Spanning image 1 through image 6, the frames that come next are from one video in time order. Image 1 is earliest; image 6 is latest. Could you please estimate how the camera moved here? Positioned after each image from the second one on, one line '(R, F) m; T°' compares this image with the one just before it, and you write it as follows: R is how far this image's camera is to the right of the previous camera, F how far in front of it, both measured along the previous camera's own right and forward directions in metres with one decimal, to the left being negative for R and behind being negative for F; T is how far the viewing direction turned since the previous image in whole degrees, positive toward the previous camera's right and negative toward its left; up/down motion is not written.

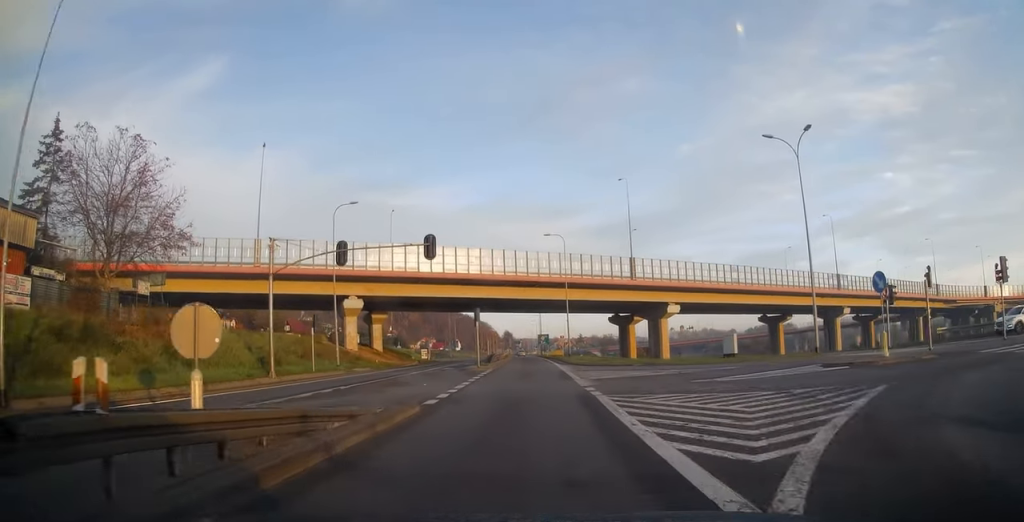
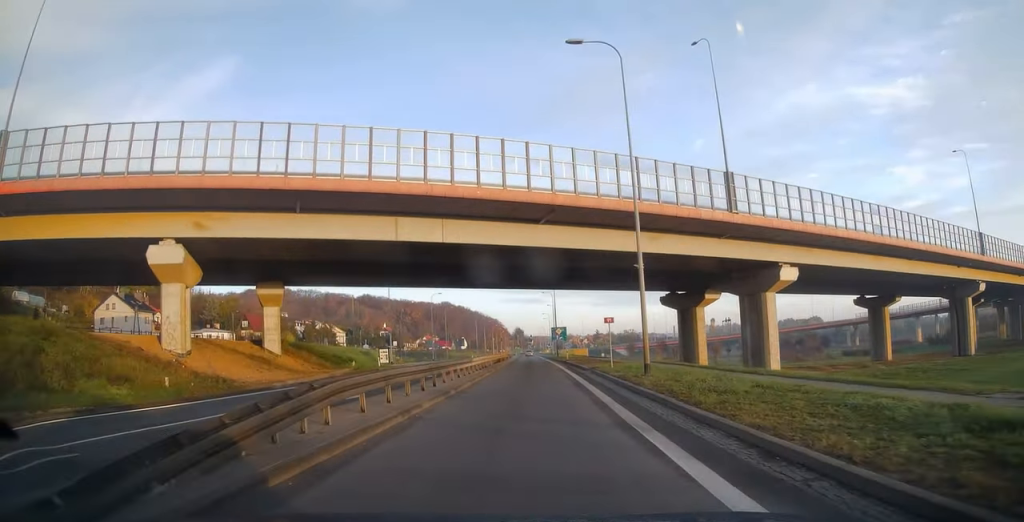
(-0.4, +39.3) m; -1°
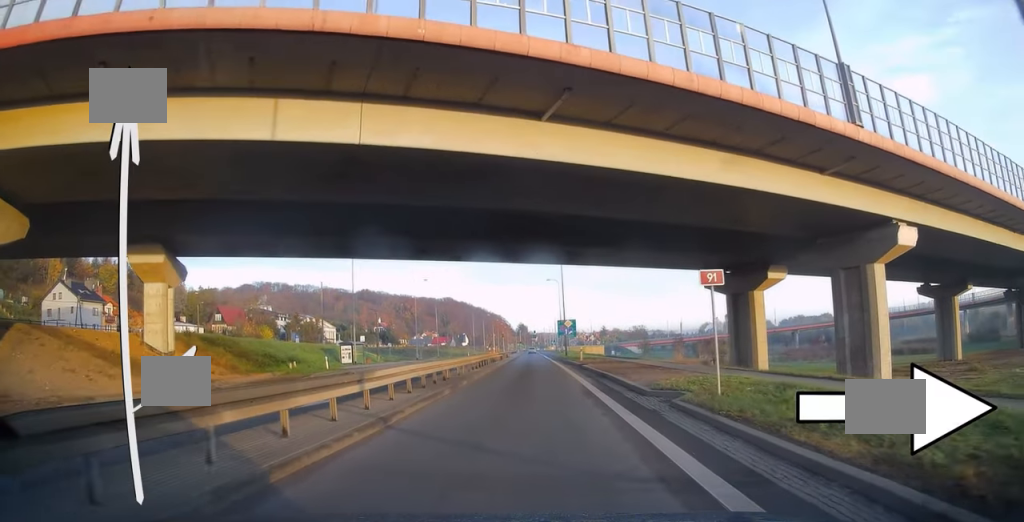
(0.0, +17.7) m; 0°
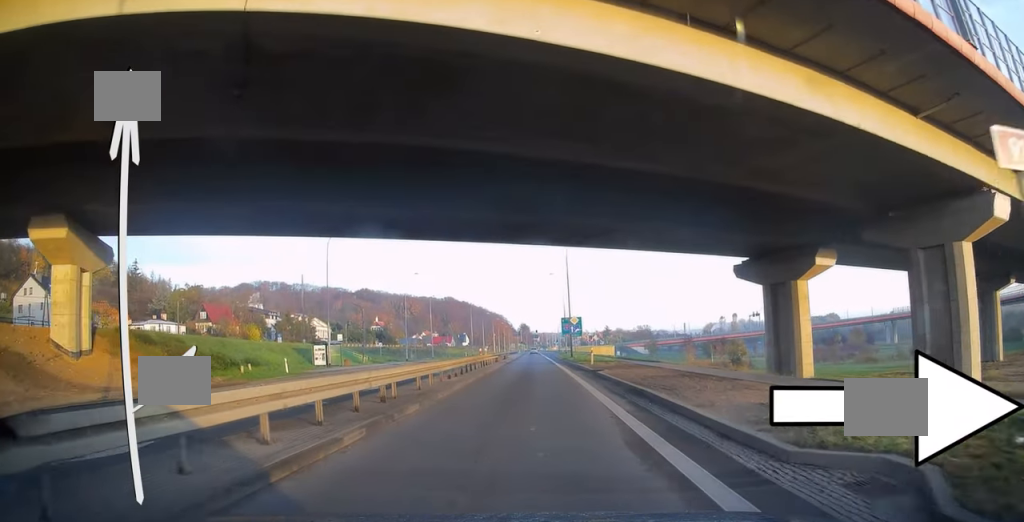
(0.0, +8.6) m; 0°
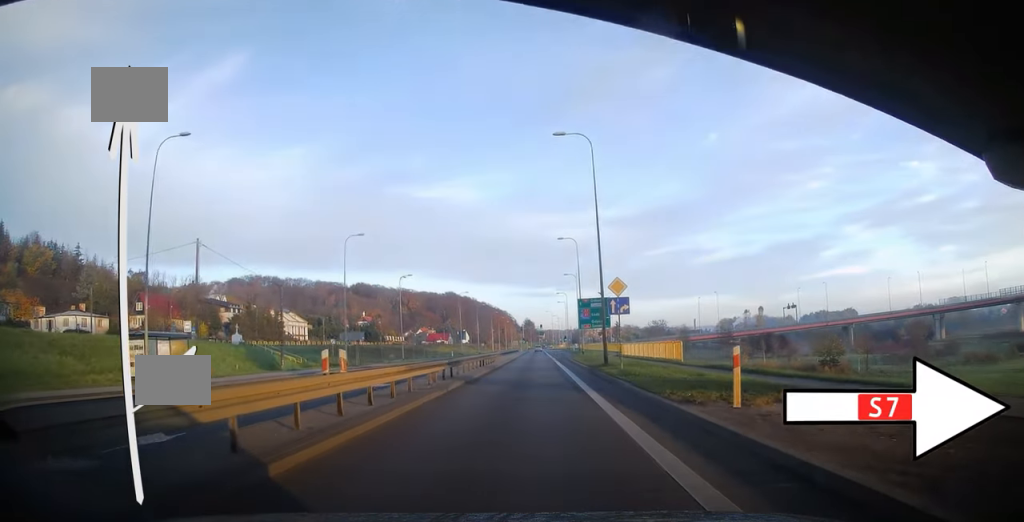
(-0.2, +28.6) m; 0°
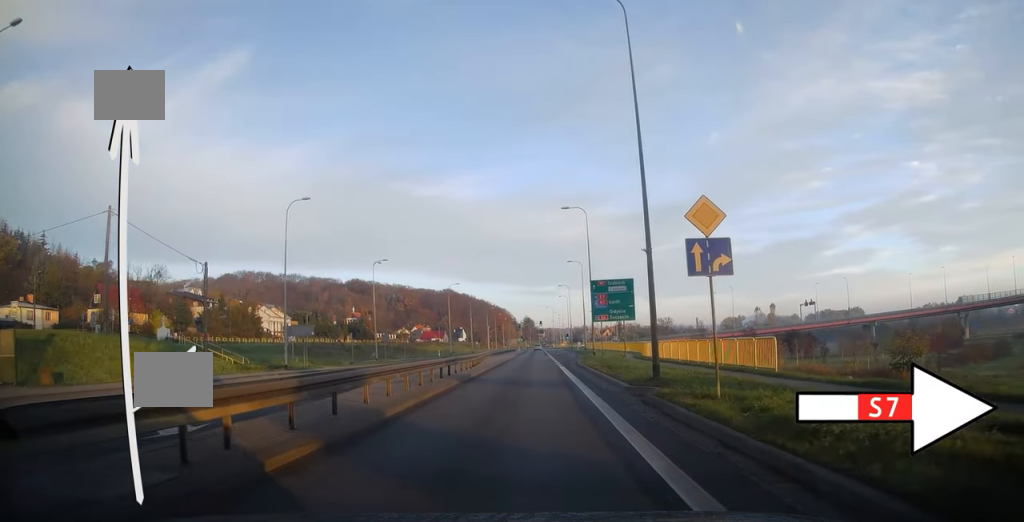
(0.0, +14.0) m; 0°
